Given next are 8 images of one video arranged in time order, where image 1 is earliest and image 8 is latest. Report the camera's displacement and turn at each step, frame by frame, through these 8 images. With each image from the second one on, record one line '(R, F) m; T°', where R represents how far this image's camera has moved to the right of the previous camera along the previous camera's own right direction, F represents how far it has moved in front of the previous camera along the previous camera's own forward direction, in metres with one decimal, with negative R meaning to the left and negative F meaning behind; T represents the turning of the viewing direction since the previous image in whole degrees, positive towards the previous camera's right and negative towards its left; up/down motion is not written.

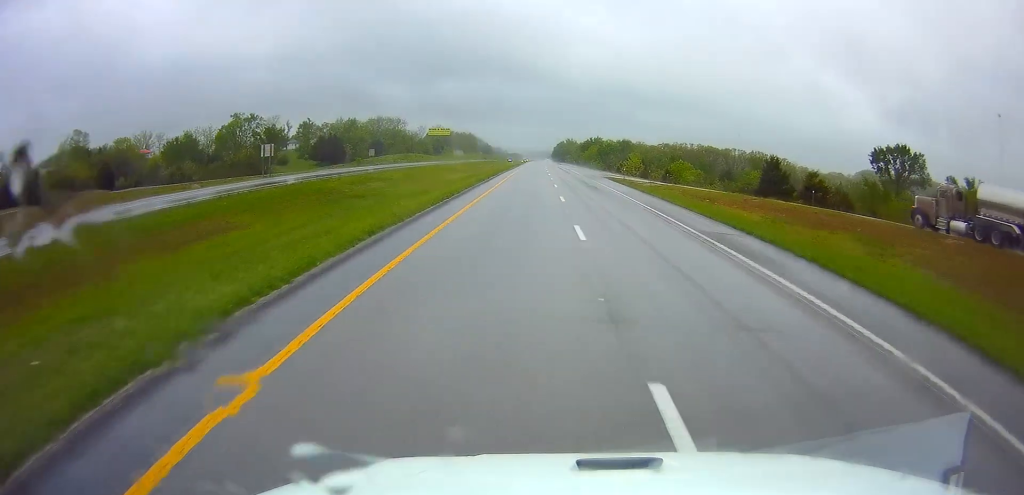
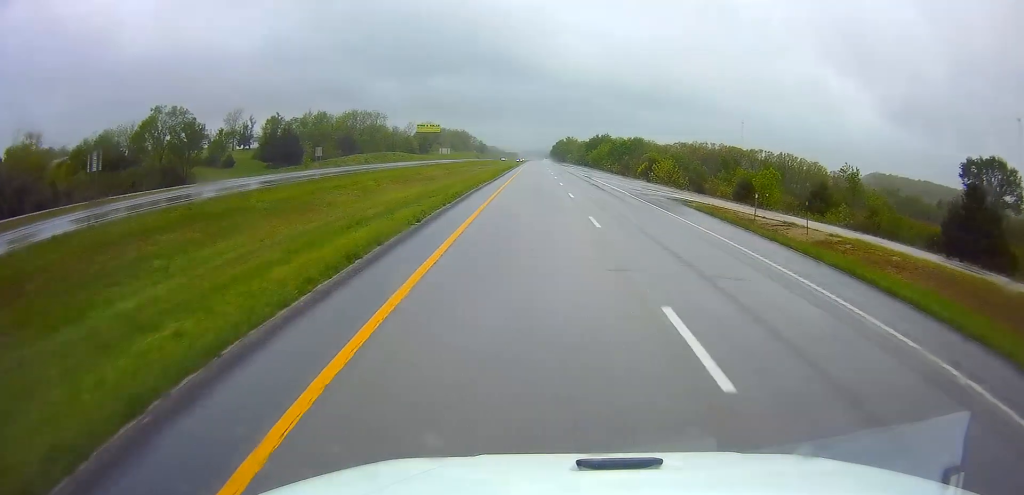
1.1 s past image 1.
(+0.2, +34.0) m; +1°
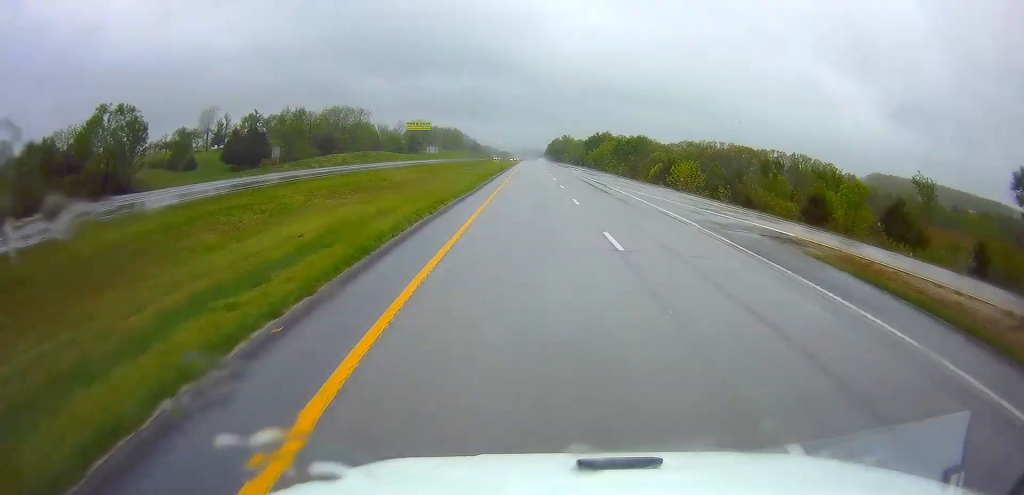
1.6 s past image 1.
(+0.1, +16.5) m; 0°
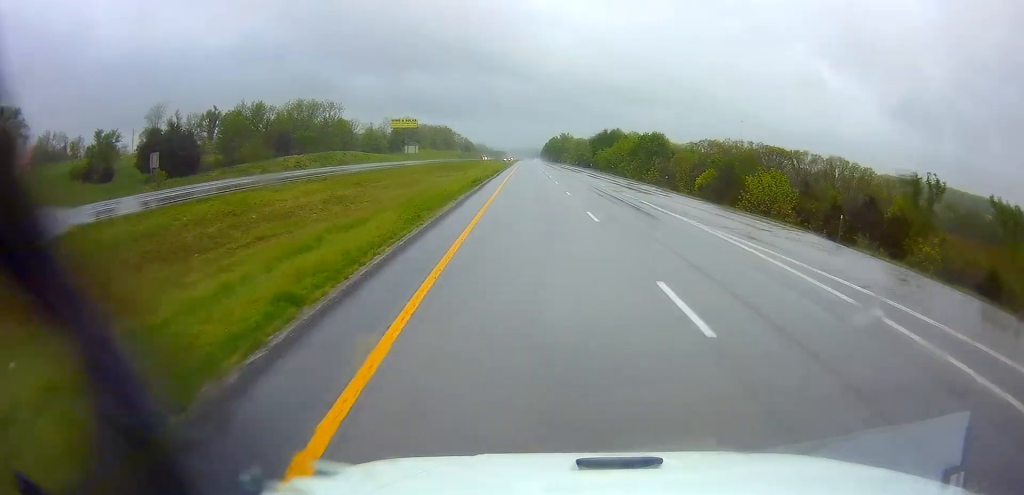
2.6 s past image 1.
(+0.2, +31.0) m; 0°
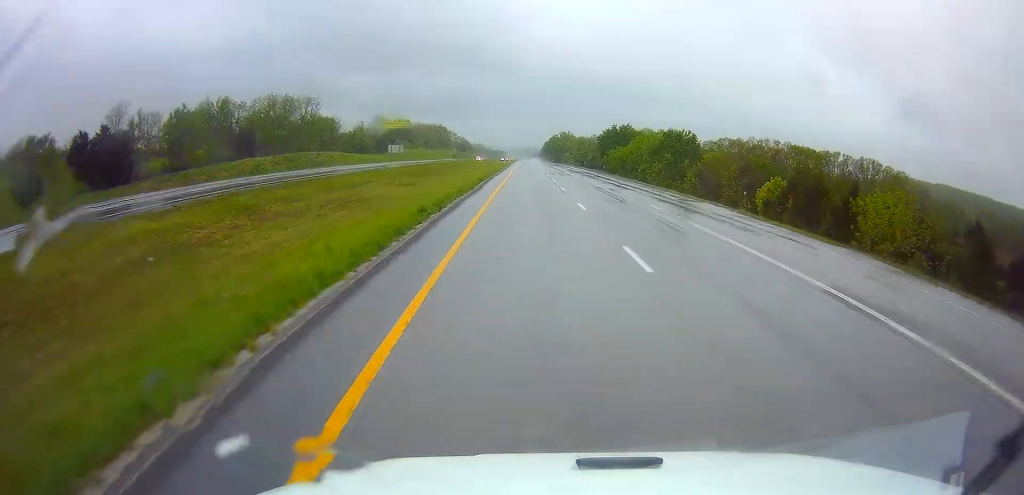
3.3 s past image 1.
(0.0, +20.7) m; 0°
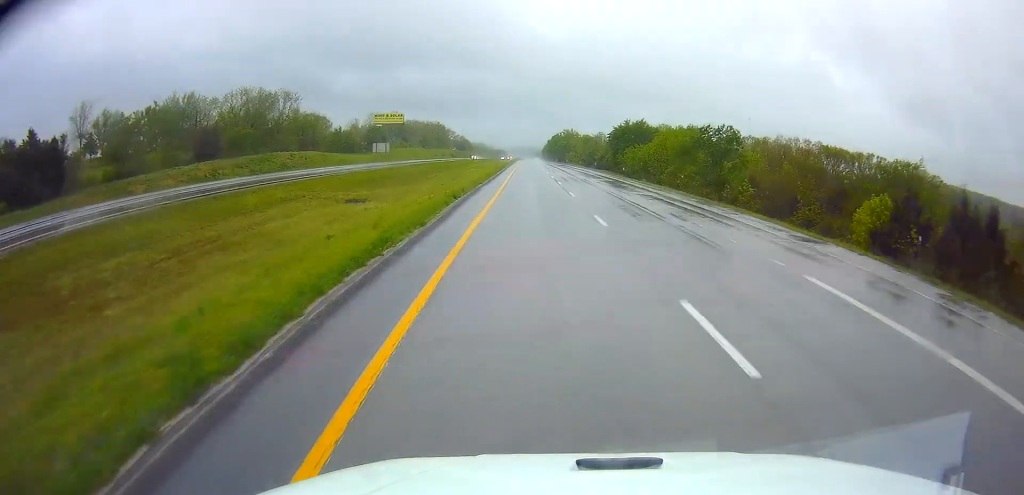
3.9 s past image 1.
(0.0, +17.6) m; 0°
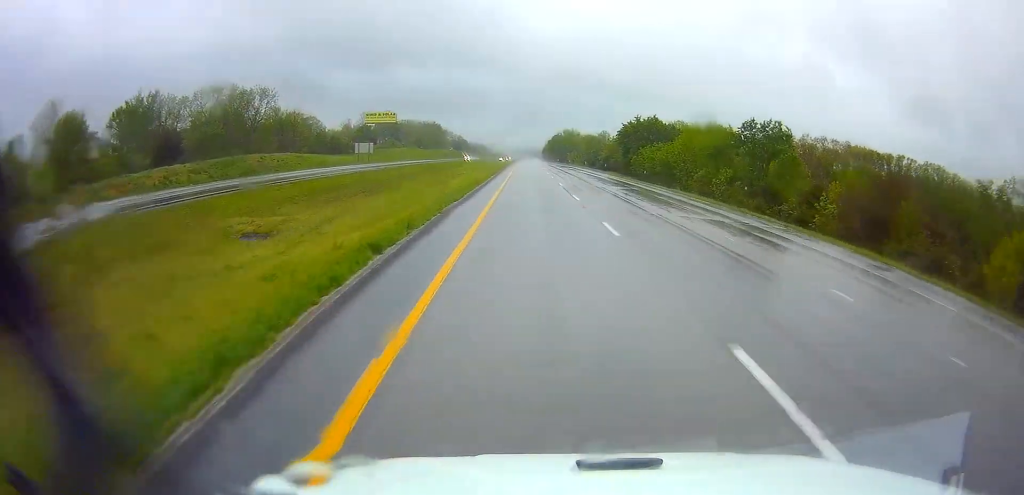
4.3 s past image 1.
(0.0, +14.5) m; 0°
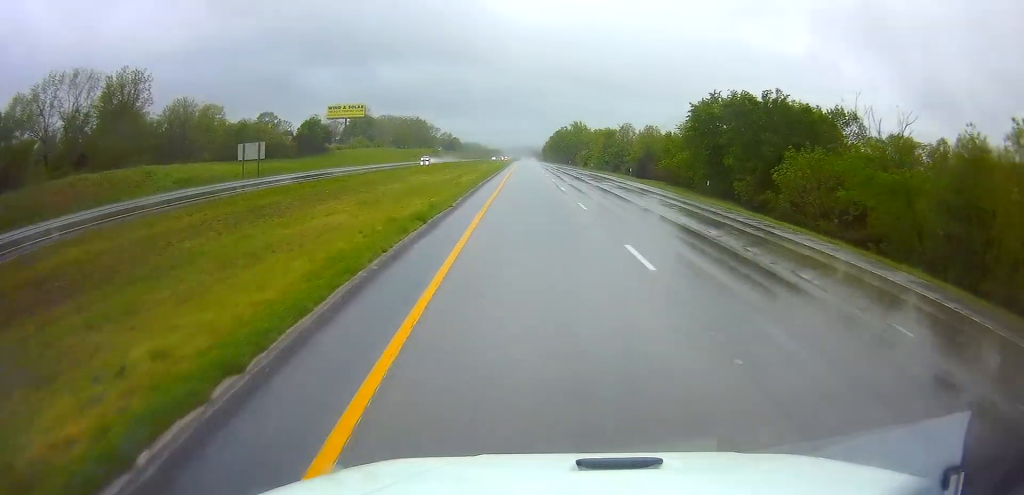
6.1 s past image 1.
(+0.4, +53.9) m; 0°
